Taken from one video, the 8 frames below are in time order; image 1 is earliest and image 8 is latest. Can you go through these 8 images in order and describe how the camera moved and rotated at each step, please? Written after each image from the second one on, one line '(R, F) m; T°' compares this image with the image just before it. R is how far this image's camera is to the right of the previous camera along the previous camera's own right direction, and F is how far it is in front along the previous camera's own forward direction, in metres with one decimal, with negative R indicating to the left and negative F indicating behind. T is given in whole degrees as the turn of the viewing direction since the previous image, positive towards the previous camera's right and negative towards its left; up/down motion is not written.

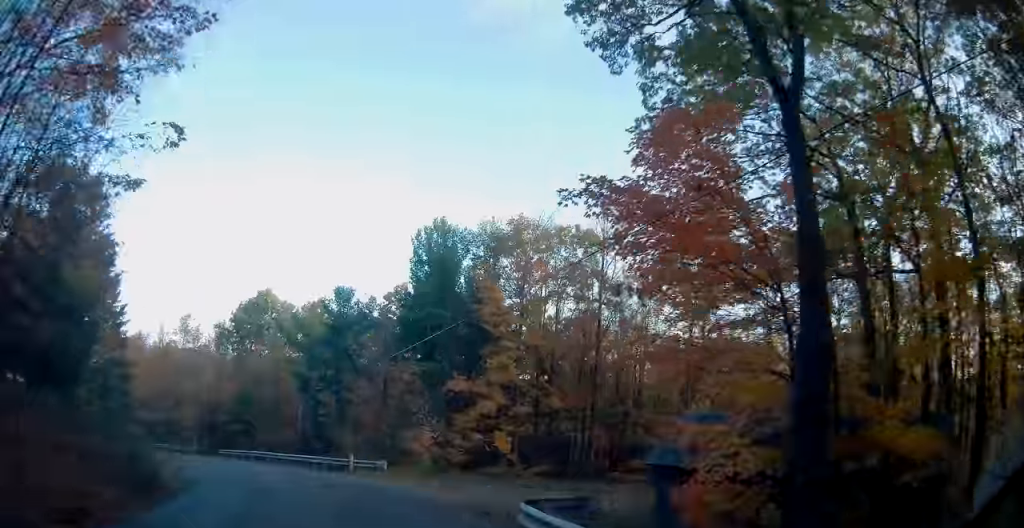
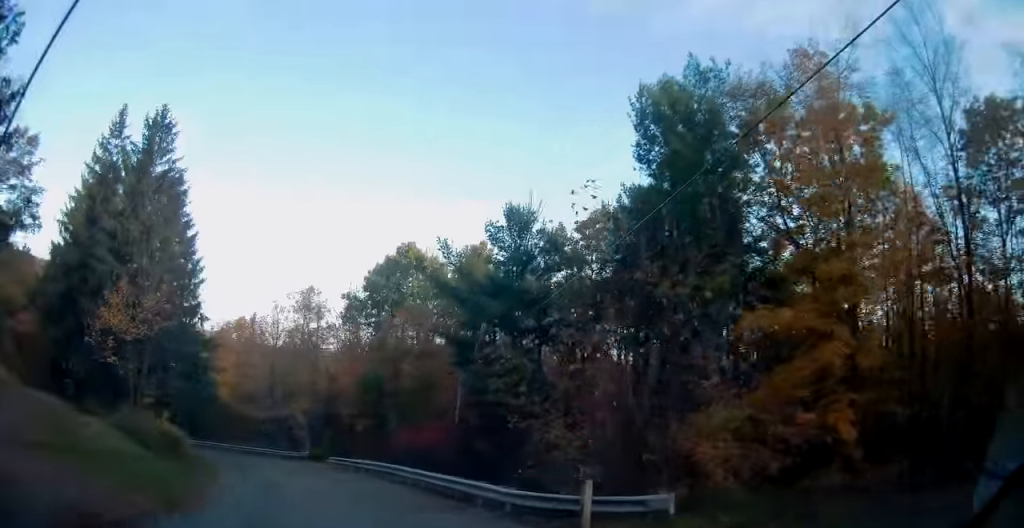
(-2.1, +17.3) m; -15°
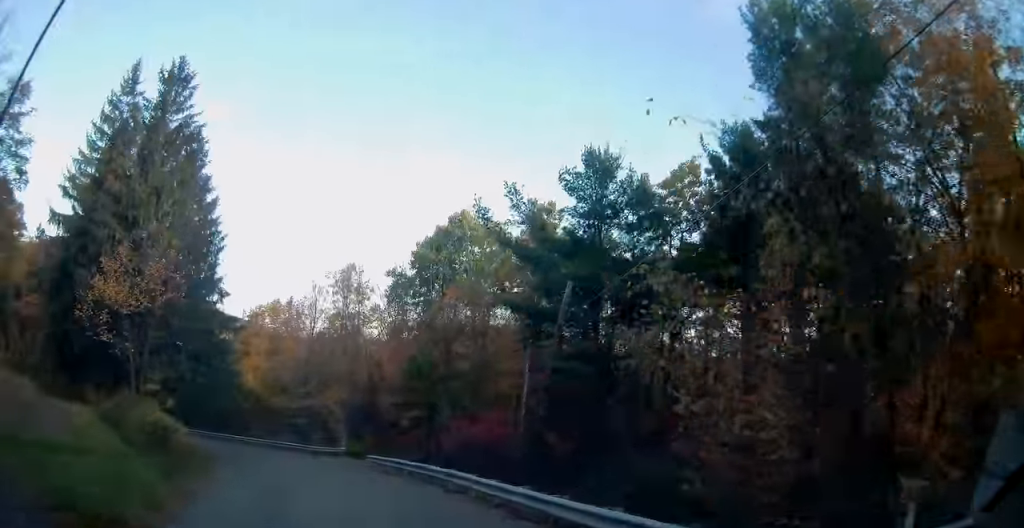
(-0.5, +6.3) m; -5°
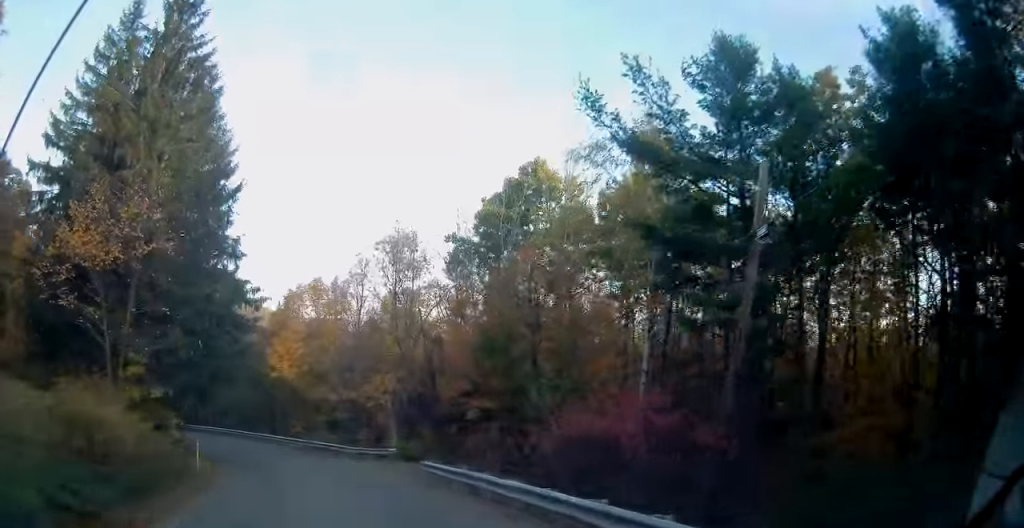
(-0.6, +9.0) m; -6°
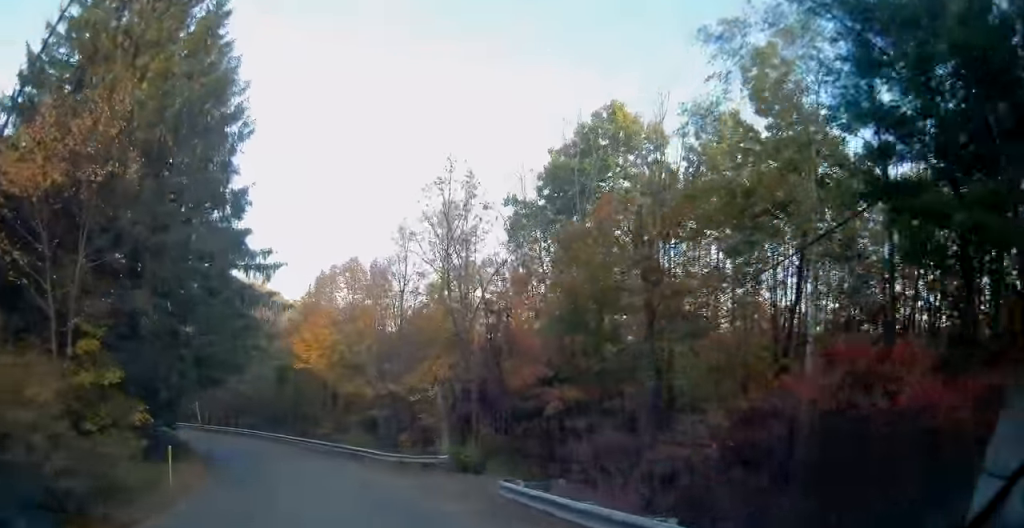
(-0.4, +8.0) m; -4°
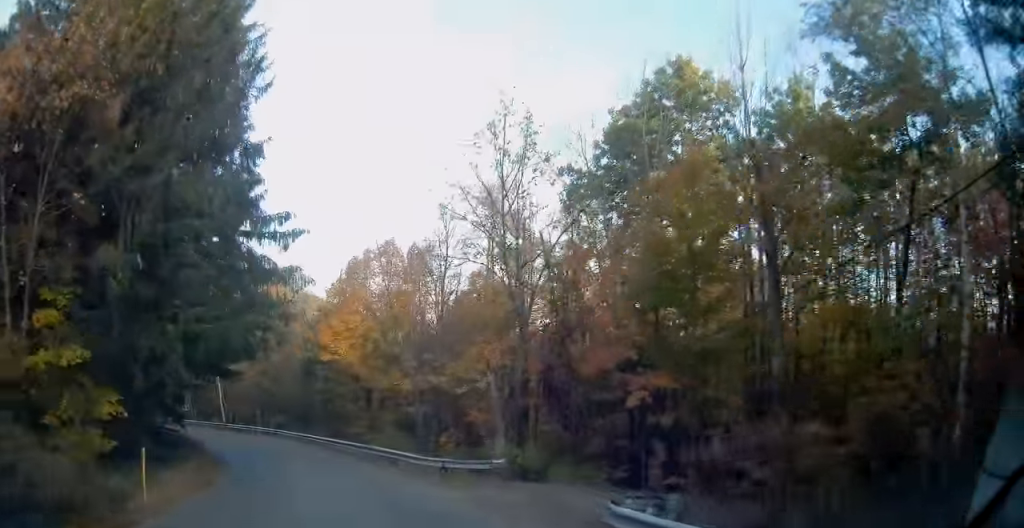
(0.0, +4.2) m; -2°
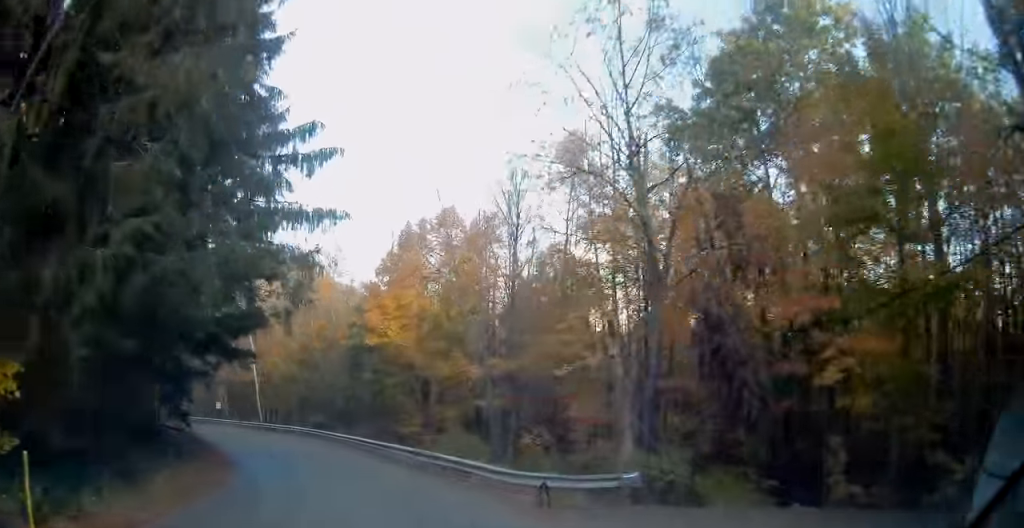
(-0.2, +6.4) m; -5°
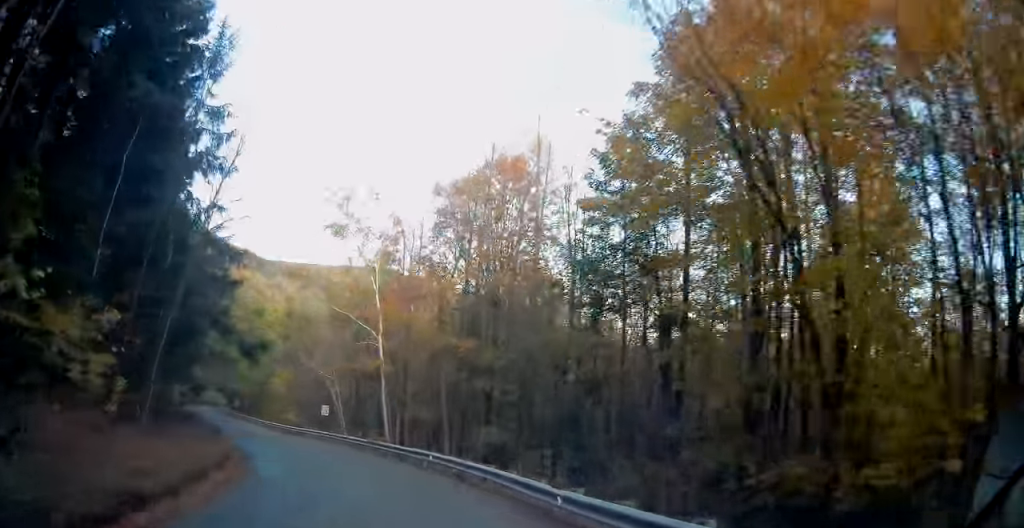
(-4.1, +24.4) m; -17°
